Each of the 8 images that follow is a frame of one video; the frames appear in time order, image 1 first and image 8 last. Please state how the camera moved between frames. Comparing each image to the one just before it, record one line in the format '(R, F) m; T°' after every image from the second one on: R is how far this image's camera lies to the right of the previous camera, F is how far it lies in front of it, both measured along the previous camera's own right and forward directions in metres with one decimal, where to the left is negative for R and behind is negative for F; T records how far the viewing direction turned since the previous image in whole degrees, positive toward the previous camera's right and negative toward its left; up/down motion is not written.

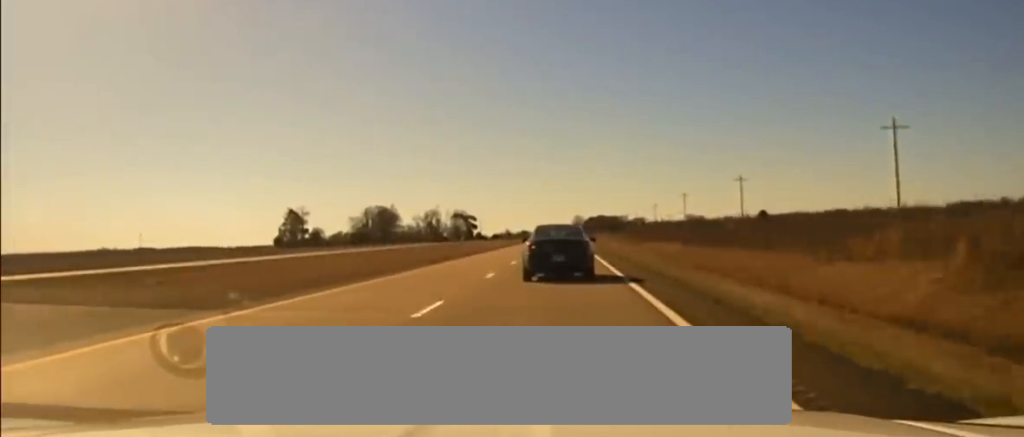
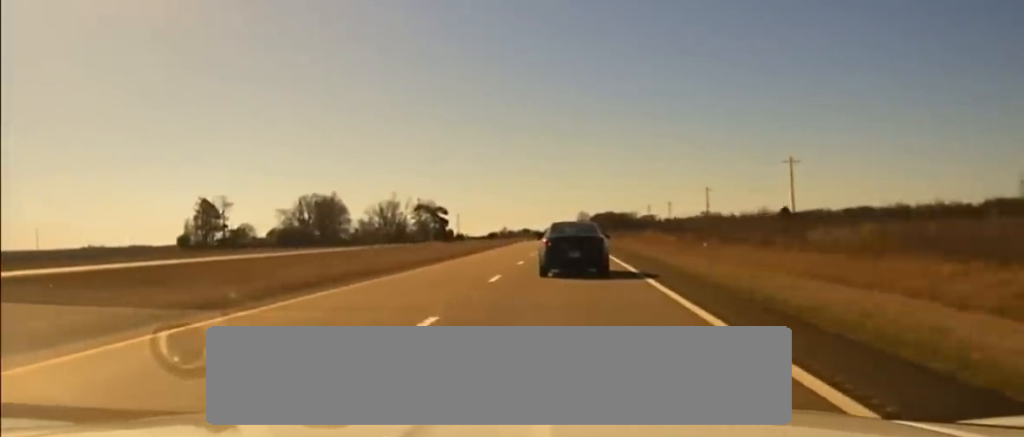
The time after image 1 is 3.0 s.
(-0.4, +119.2) m; 0°
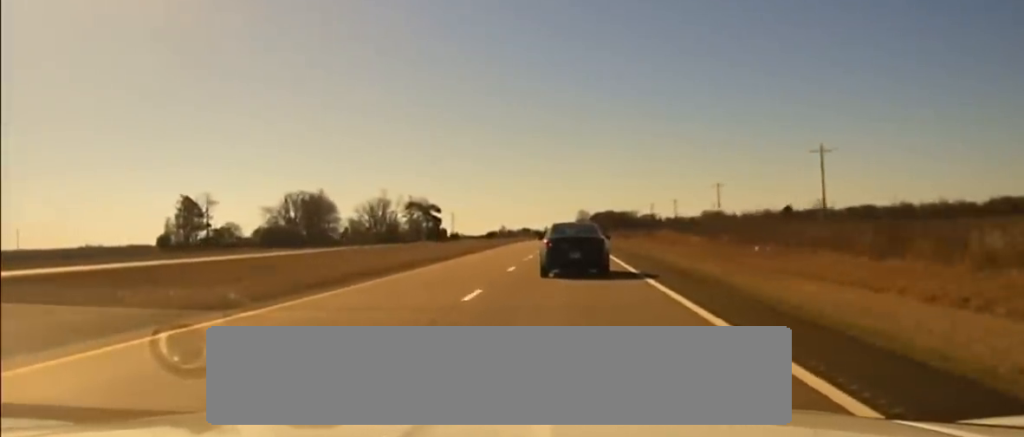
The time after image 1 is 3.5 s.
(+0.1, +15.9) m; 0°
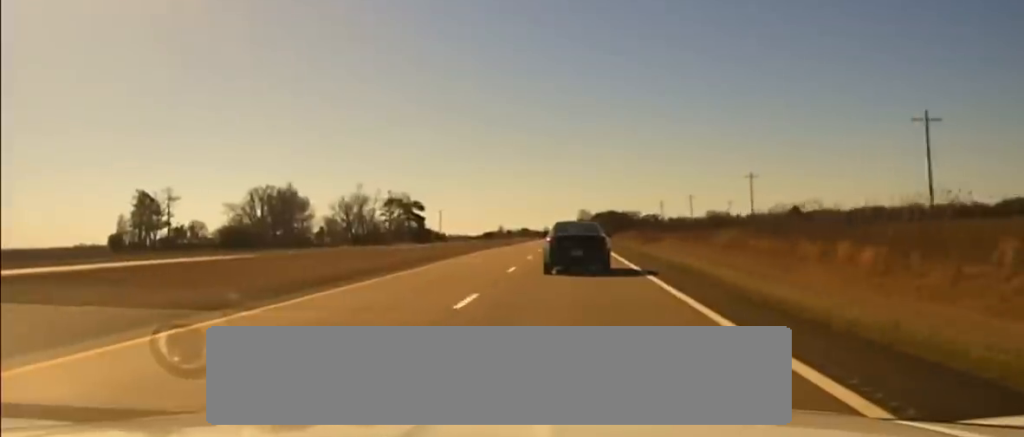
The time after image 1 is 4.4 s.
(-0.2, +33.0) m; 0°
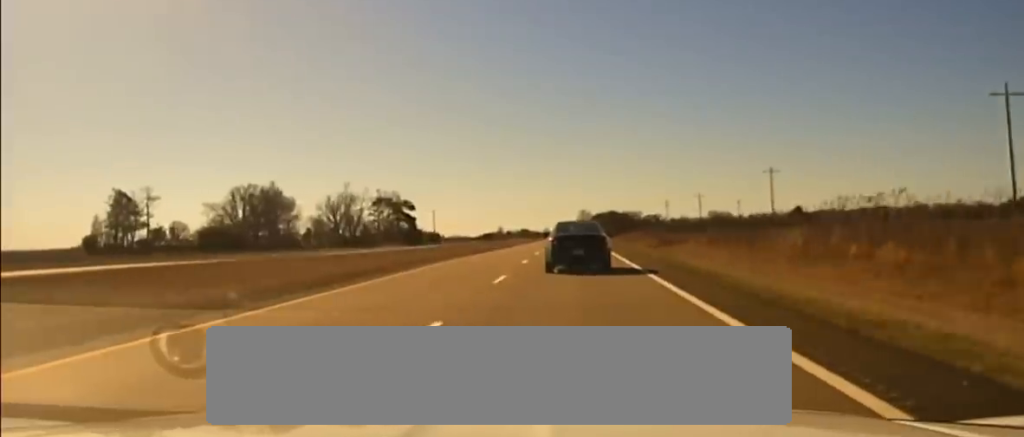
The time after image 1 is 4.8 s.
(0.0, +16.1) m; 0°
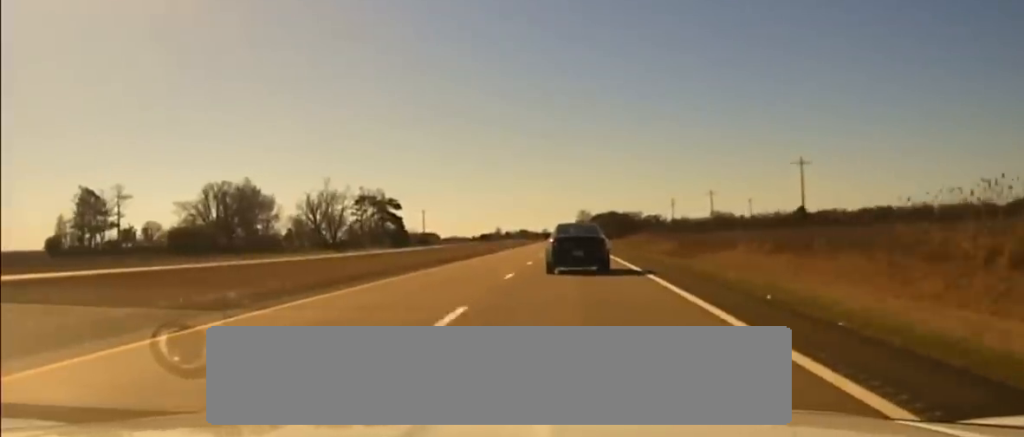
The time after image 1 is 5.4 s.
(0.0, +20.4) m; 0°
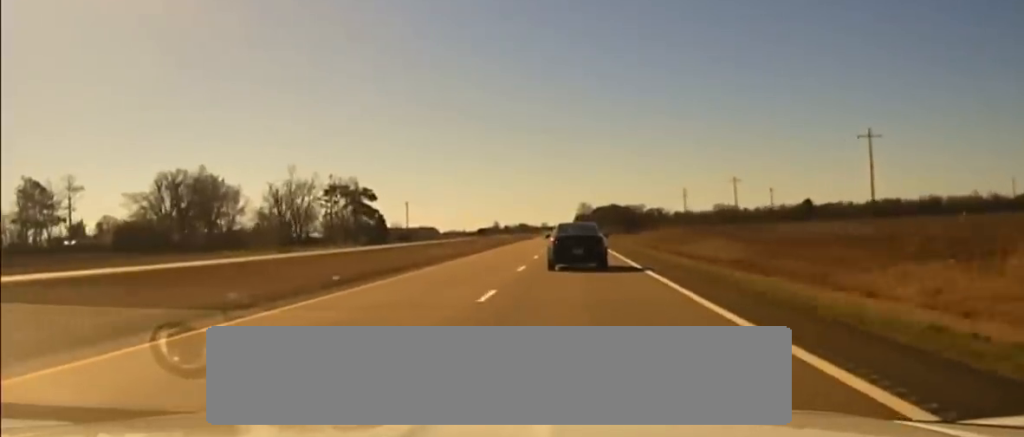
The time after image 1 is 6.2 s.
(+0.1, +35.0) m; 0°
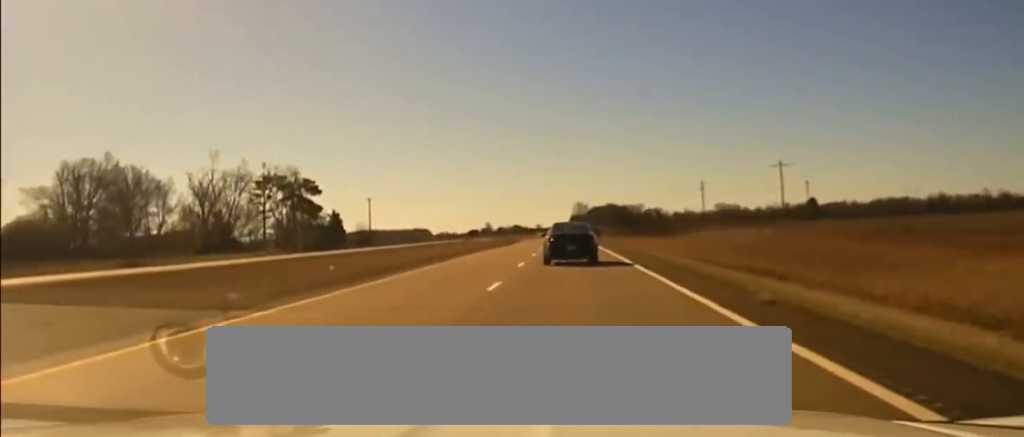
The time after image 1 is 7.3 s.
(-0.1, +51.4) m; 0°
